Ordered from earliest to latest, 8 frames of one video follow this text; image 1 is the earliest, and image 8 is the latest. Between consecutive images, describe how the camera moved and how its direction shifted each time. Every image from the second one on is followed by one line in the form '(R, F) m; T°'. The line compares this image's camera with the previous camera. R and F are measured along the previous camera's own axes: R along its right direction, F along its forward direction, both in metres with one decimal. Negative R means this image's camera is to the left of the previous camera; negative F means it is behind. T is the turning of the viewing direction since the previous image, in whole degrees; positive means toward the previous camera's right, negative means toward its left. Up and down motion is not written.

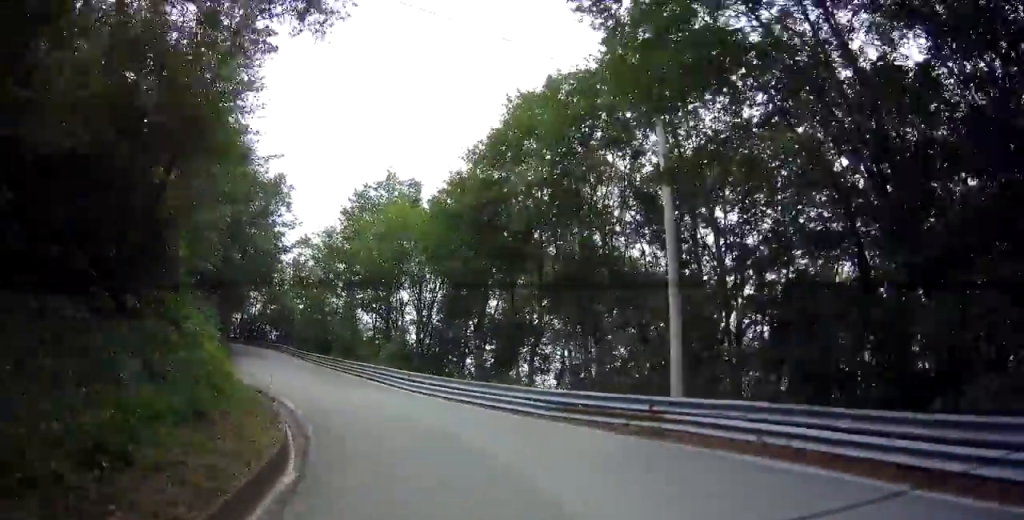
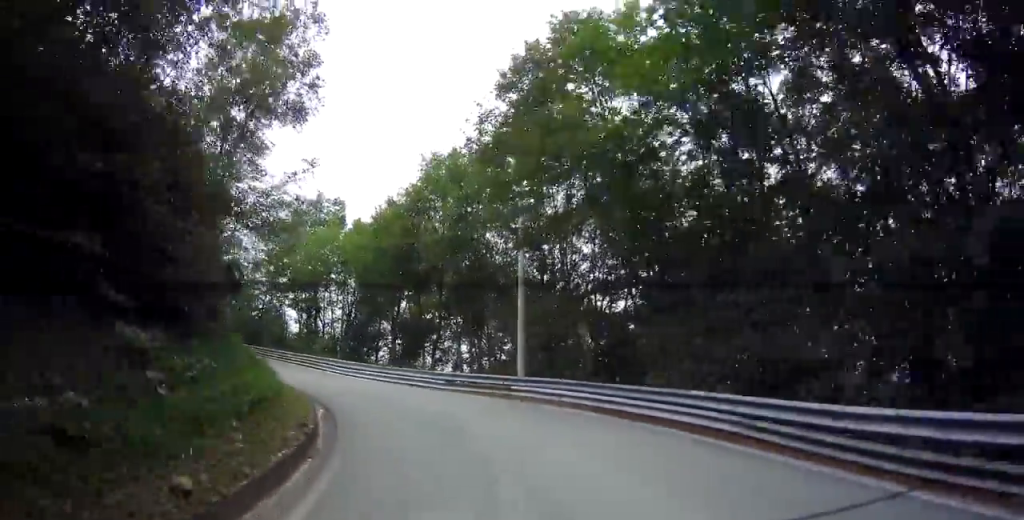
(-0.3, +7.5) m; +5°
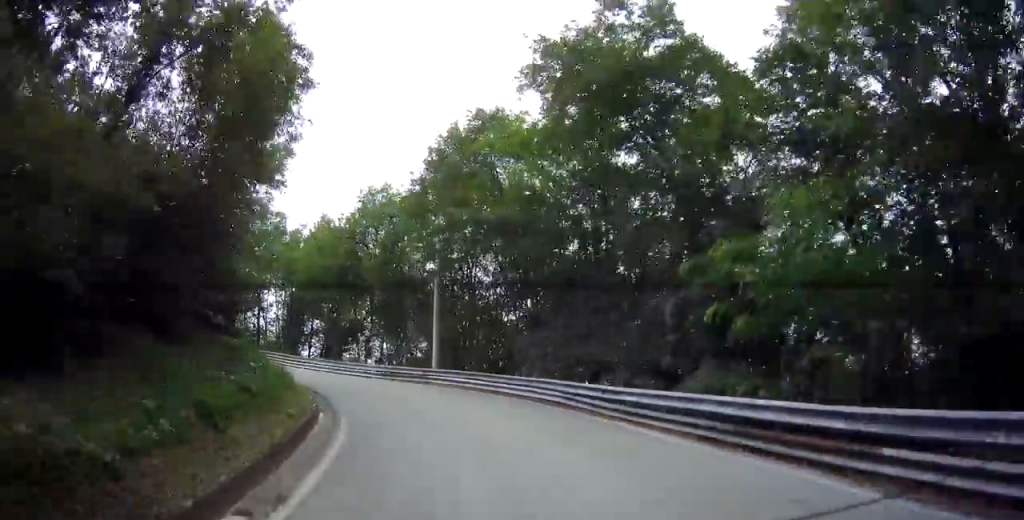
(+0.7, +6.7) m; +7°
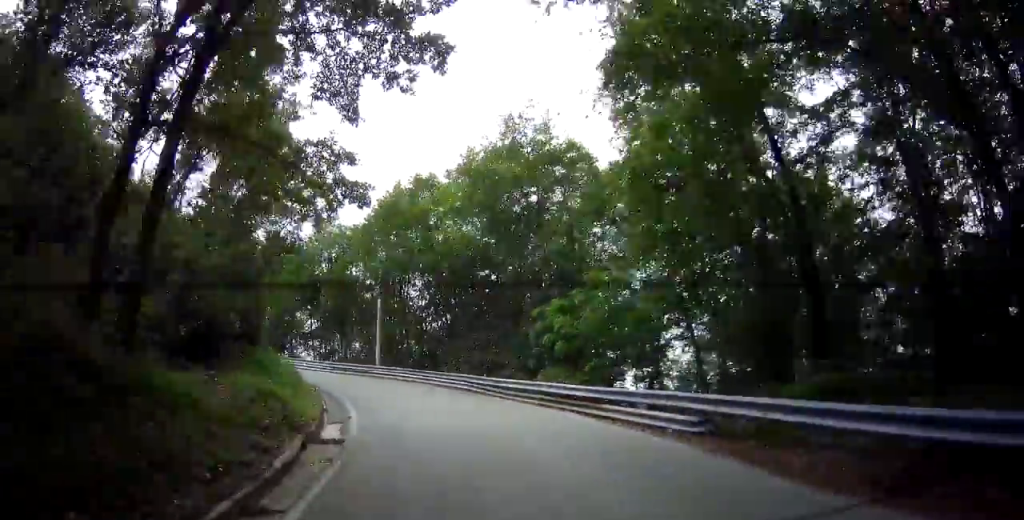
(+0.5, +7.9) m; +8°
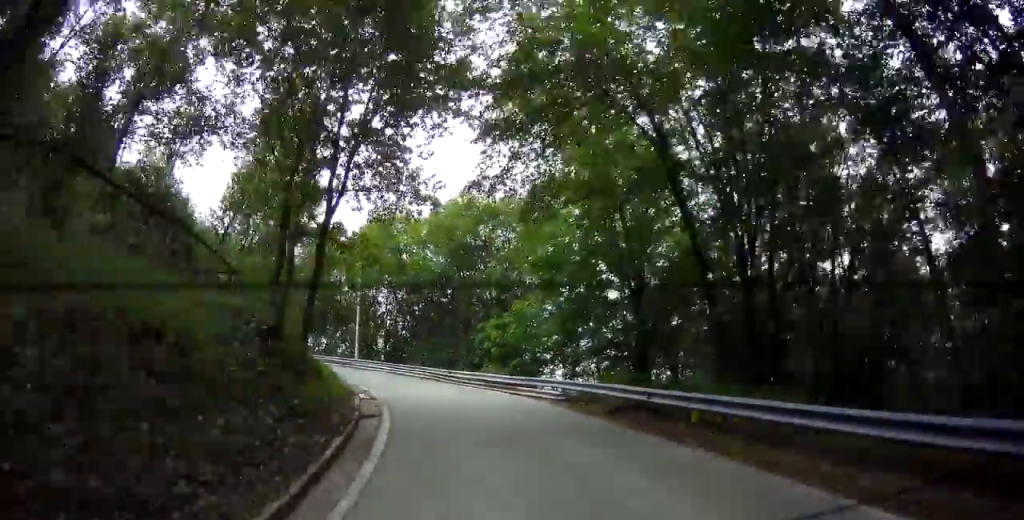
(+0.6, +8.2) m; +5°
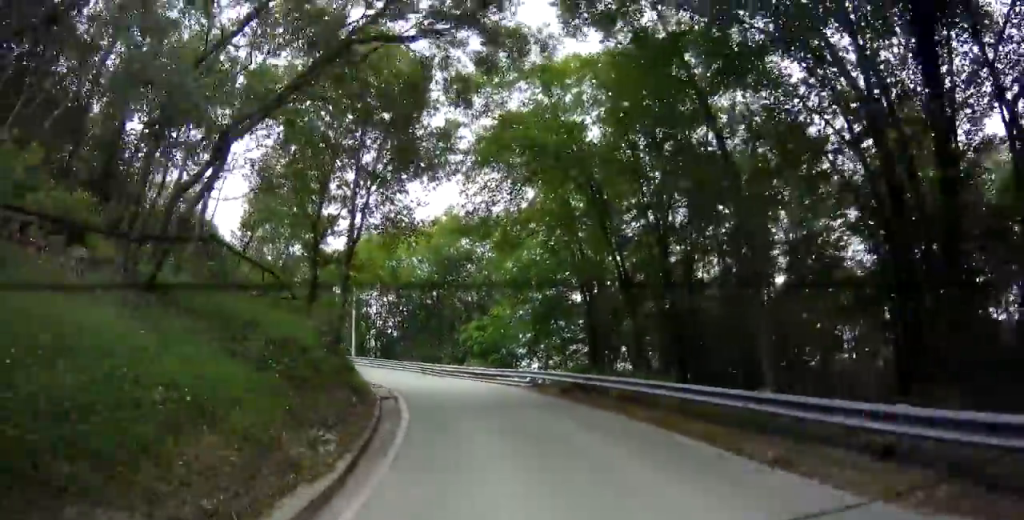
(+0.3, +4.8) m; +1°
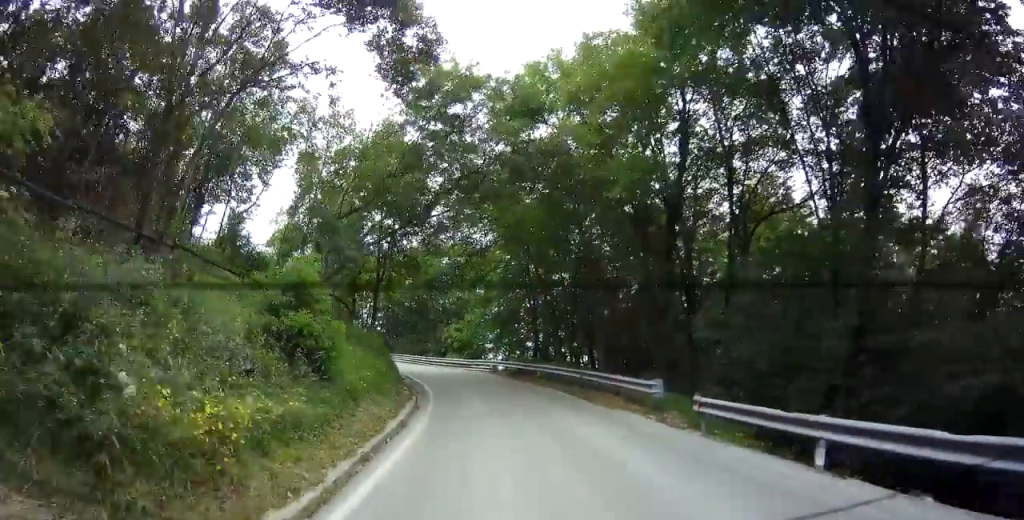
(-0.8, +11.2) m; -7°
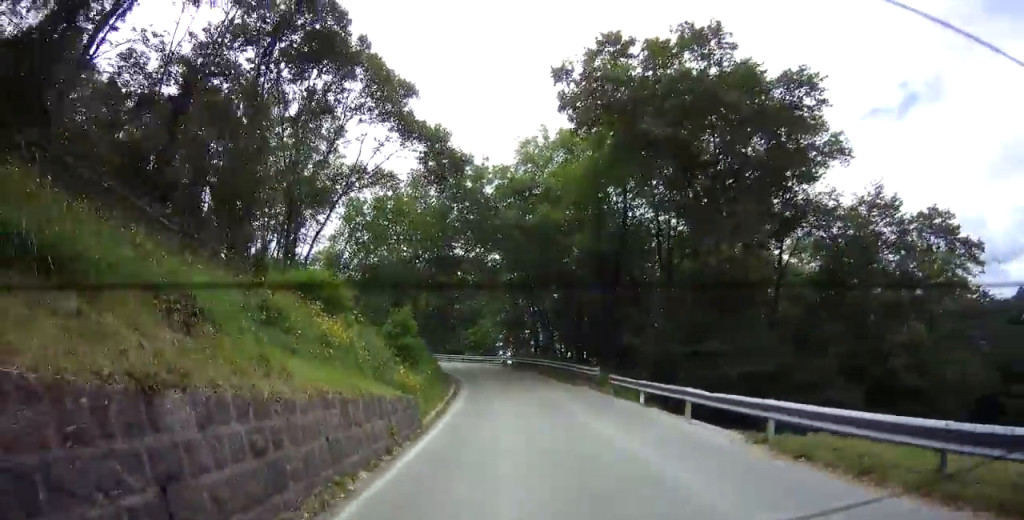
(-0.4, +10.0) m; 0°
